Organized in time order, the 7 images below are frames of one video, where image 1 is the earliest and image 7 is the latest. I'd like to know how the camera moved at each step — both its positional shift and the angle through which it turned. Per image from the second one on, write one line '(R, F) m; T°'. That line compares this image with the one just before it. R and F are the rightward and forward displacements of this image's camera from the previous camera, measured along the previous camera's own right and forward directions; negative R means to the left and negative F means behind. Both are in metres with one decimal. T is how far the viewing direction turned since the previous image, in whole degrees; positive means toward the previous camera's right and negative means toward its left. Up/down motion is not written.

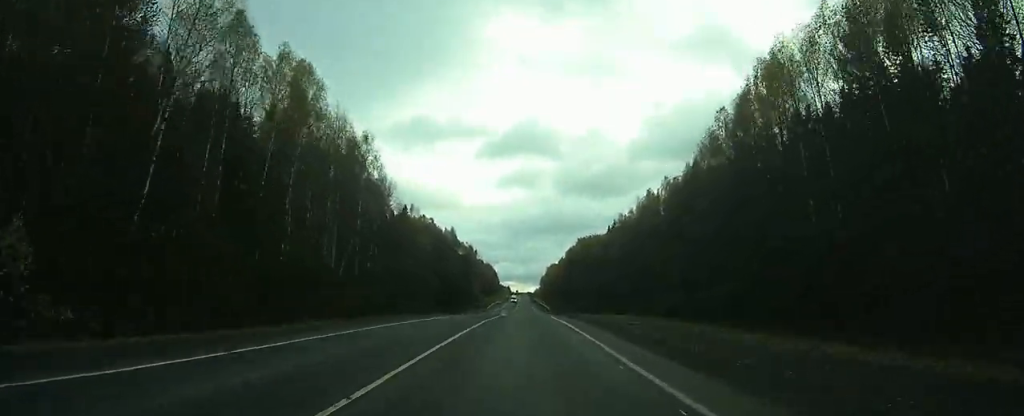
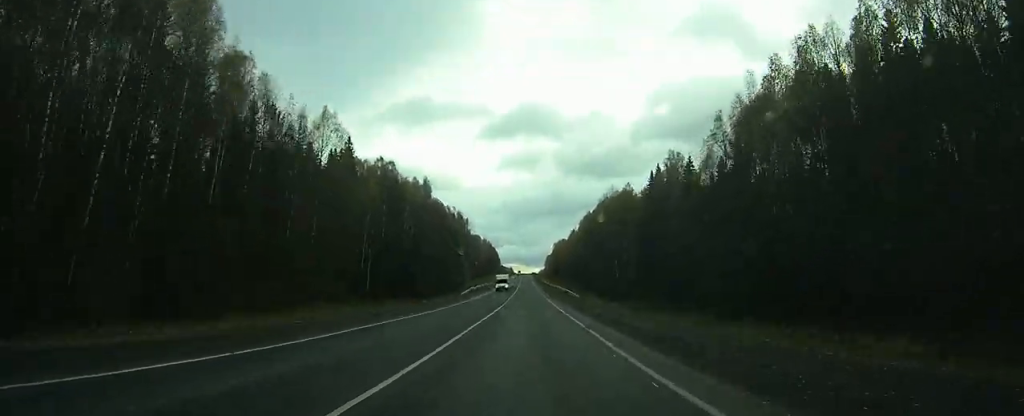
(+0.4, +63.2) m; 0°
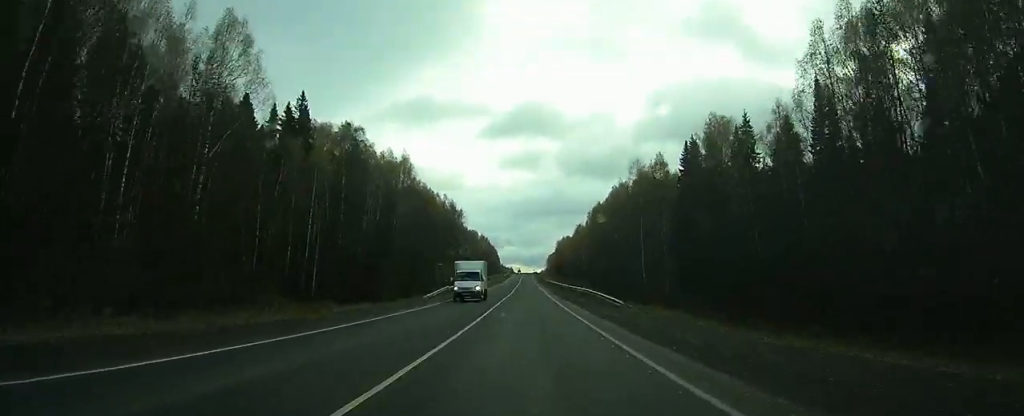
(-0.1, +27.9) m; 0°
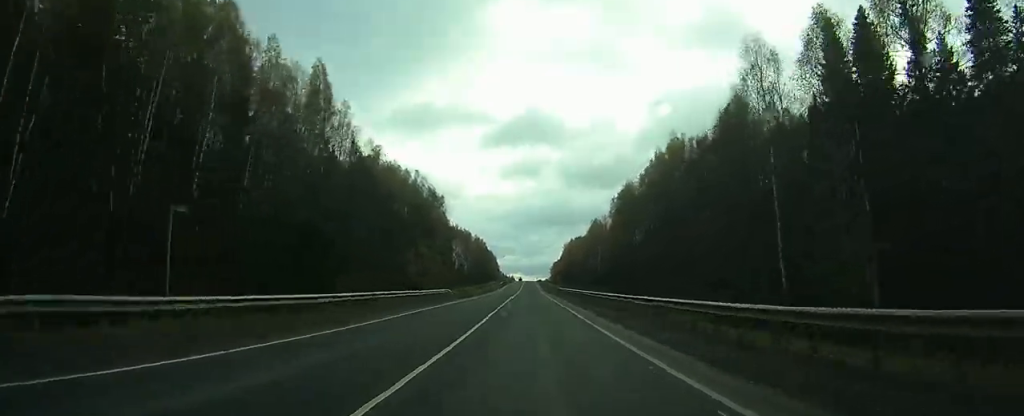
(-0.4, +54.0) m; 0°
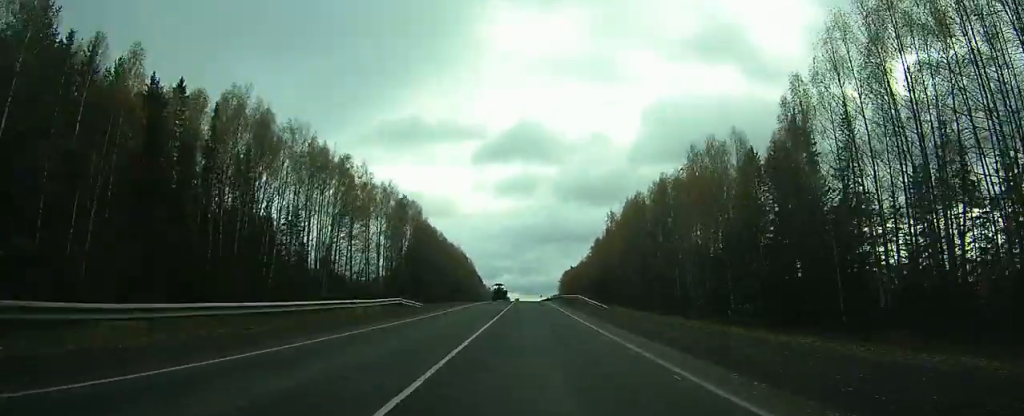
(-0.3, +179.9) m; 0°
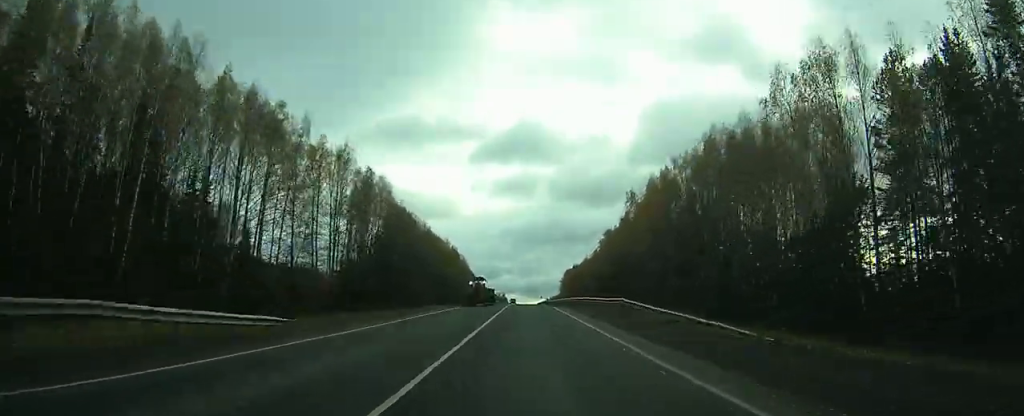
(0.0, +27.3) m; 0°
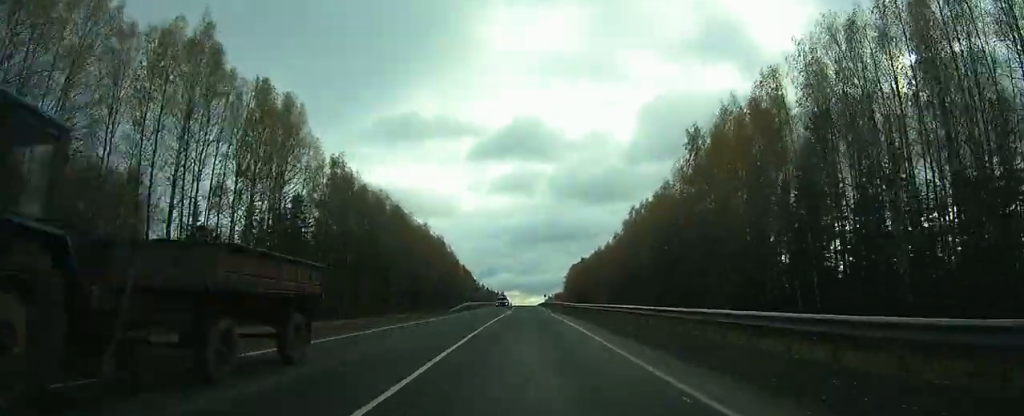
(+0.2, +39.7) m; 0°
